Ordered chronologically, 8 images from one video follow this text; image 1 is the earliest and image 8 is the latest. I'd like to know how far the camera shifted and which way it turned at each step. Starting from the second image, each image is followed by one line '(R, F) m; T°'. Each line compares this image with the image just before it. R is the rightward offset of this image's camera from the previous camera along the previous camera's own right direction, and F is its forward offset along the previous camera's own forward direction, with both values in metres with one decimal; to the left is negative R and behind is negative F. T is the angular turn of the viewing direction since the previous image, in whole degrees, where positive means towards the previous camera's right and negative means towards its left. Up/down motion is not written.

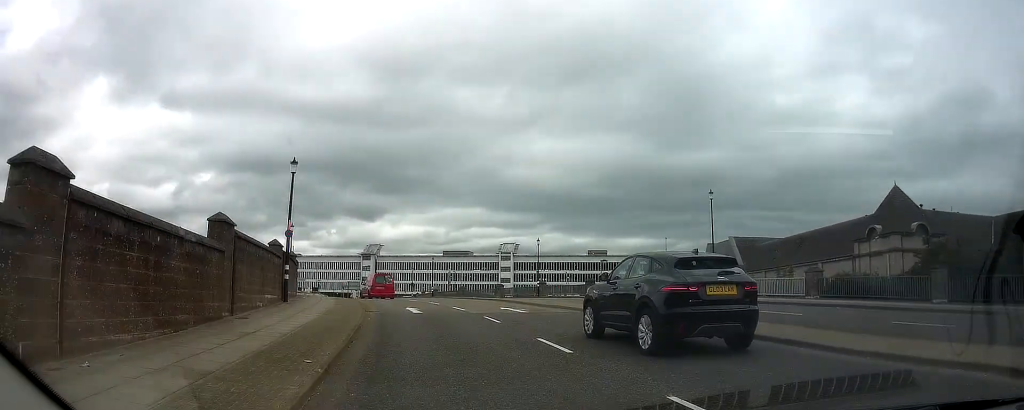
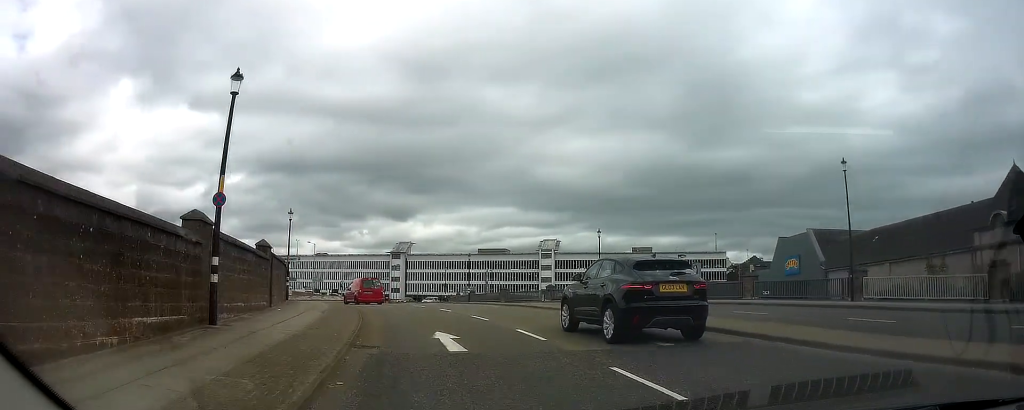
(-0.2, +9.9) m; -3°
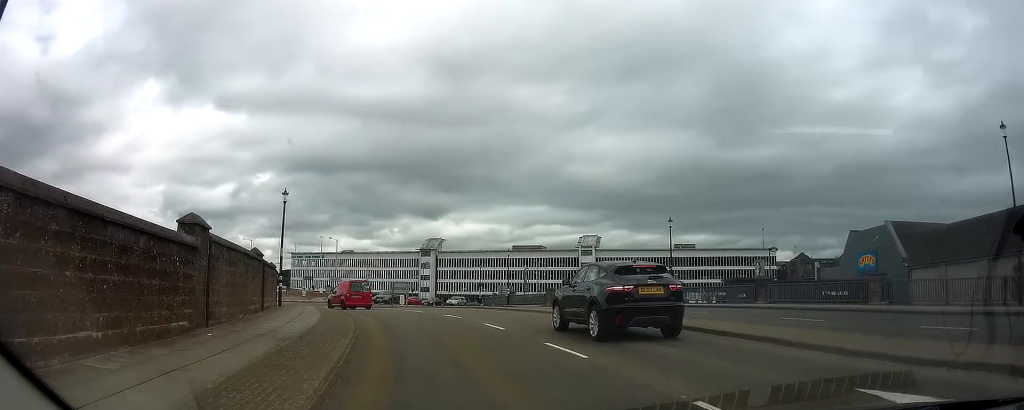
(-0.3, +8.1) m; -4°
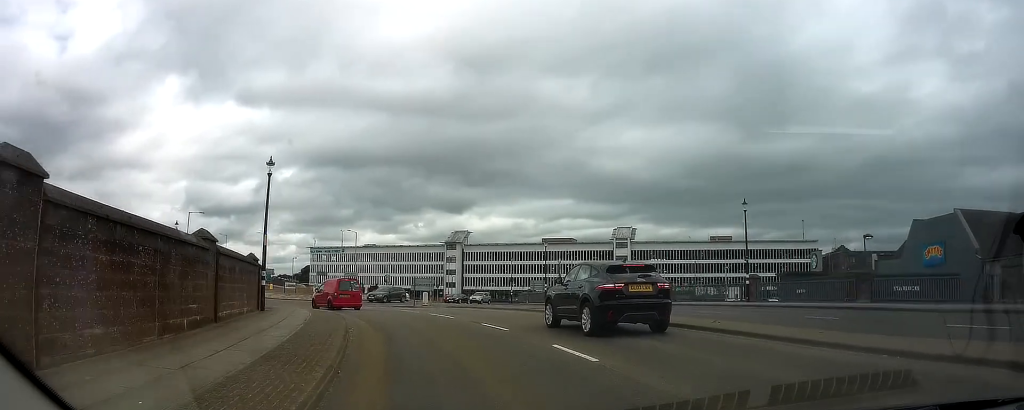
(-0.1, +6.5) m; -3°
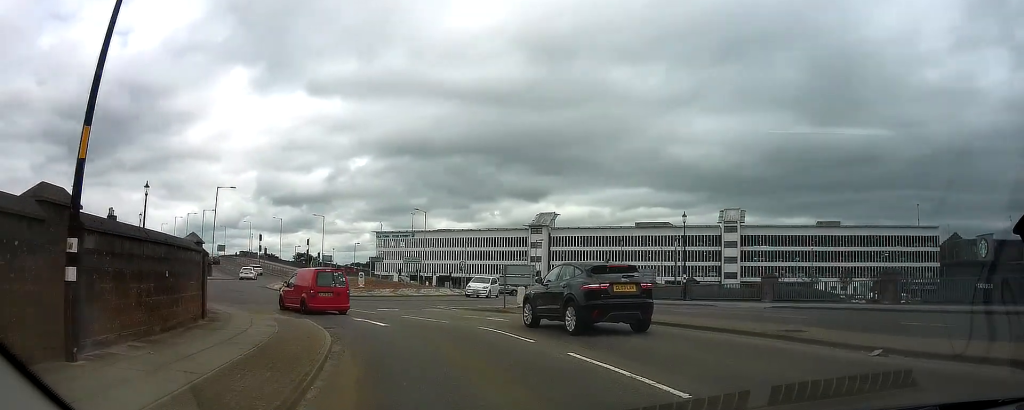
(-0.5, +15.0) m; 0°
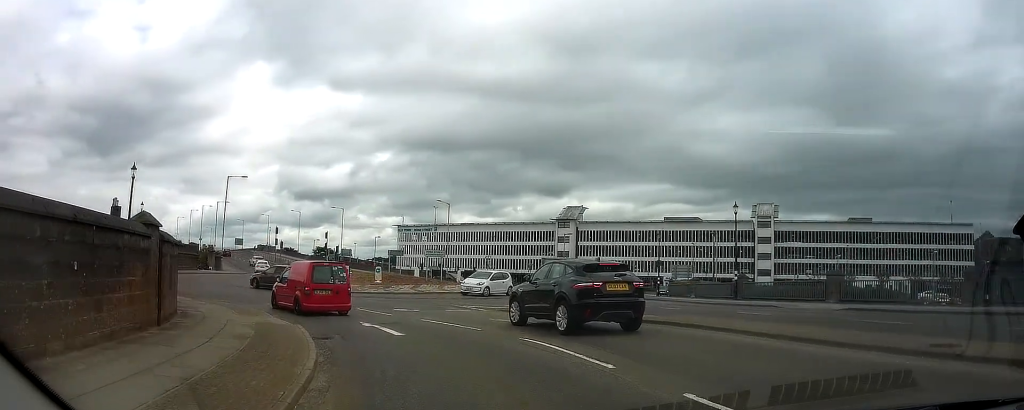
(+0.1, +3.9) m; 0°
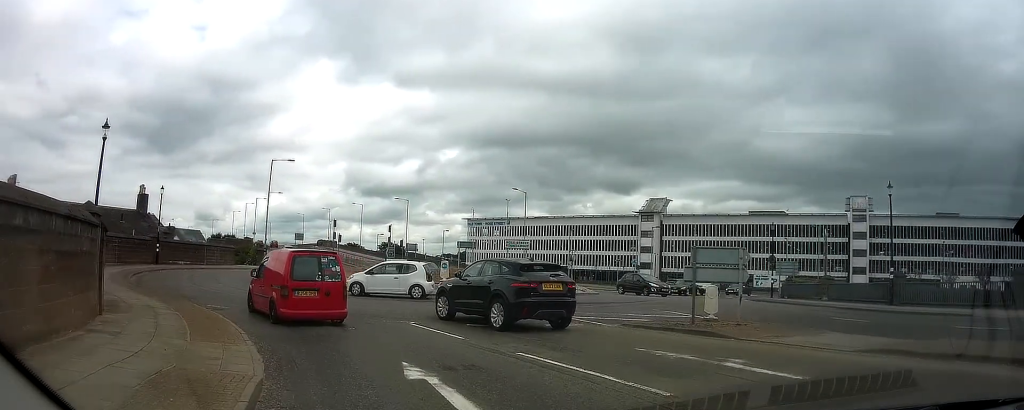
(-0.4, +9.3) m; -11°
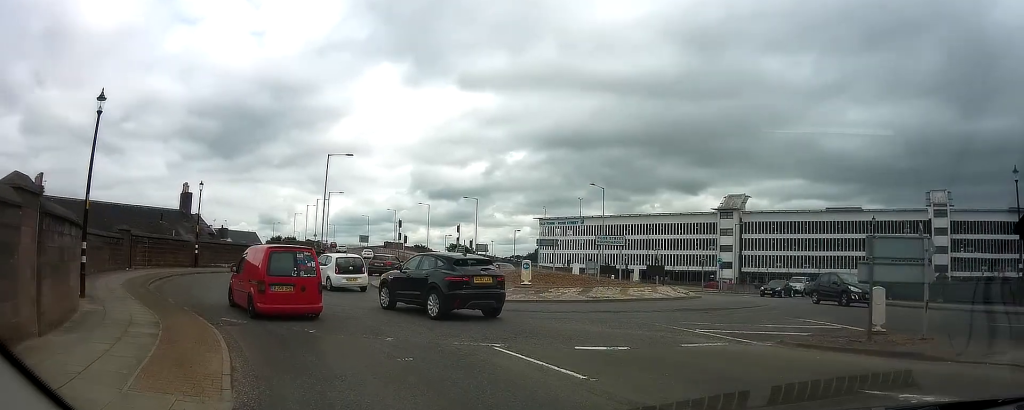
(-1.0, +5.0) m; -20°
